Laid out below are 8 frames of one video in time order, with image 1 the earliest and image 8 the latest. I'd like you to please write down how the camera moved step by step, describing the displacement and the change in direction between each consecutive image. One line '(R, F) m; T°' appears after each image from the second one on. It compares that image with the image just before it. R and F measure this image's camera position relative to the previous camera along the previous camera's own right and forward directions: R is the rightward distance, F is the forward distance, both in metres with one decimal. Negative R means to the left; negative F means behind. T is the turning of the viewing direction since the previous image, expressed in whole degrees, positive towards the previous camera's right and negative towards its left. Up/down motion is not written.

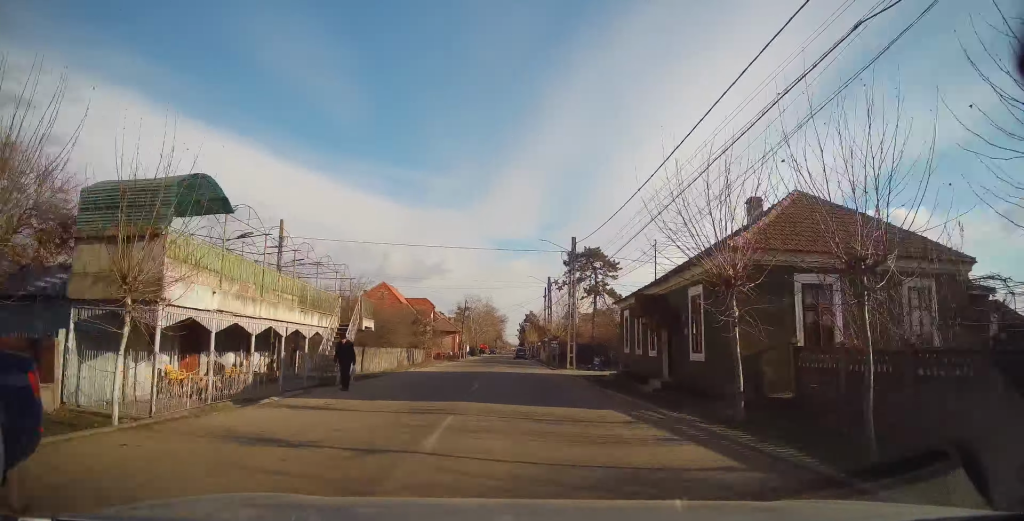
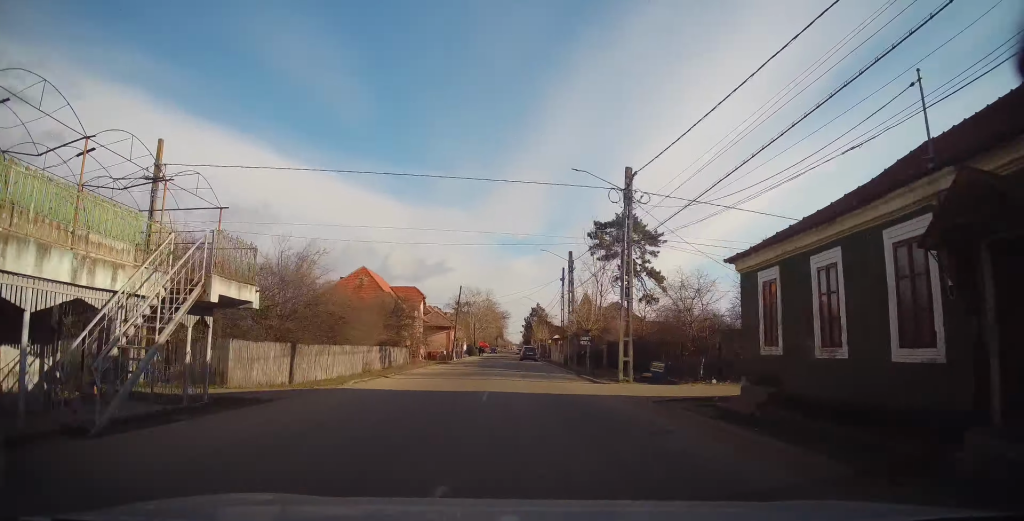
(-0.1, +13.5) m; -1°
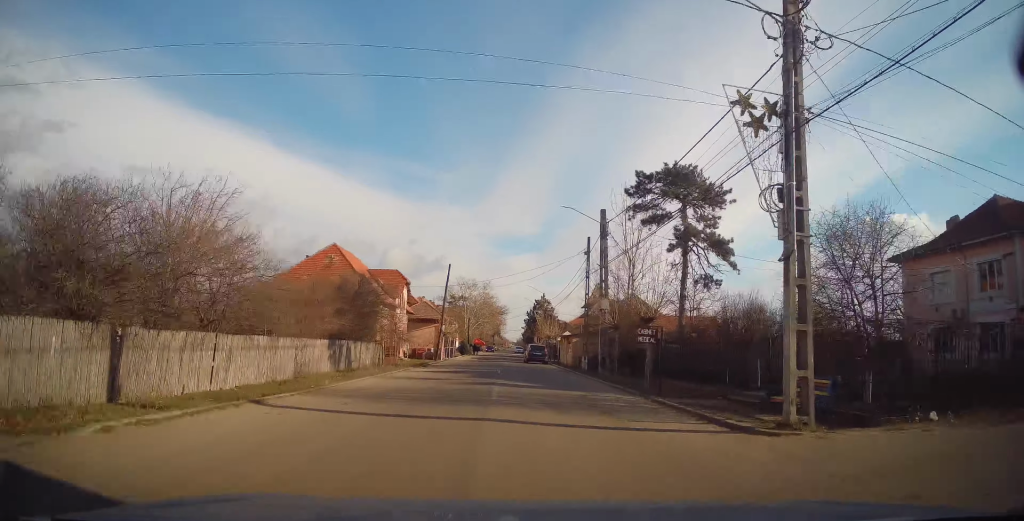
(-0.3, +12.2) m; 0°
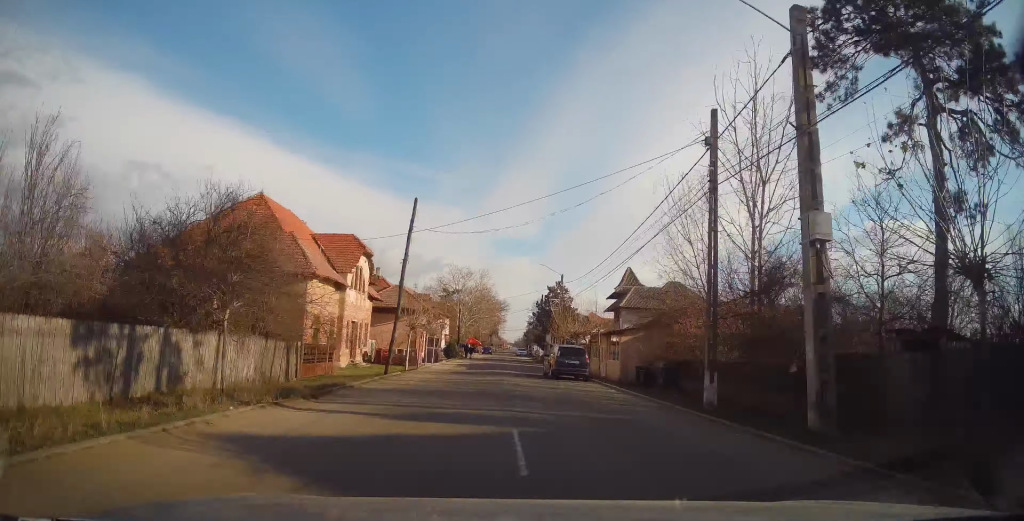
(+0.5, +18.4) m; +2°
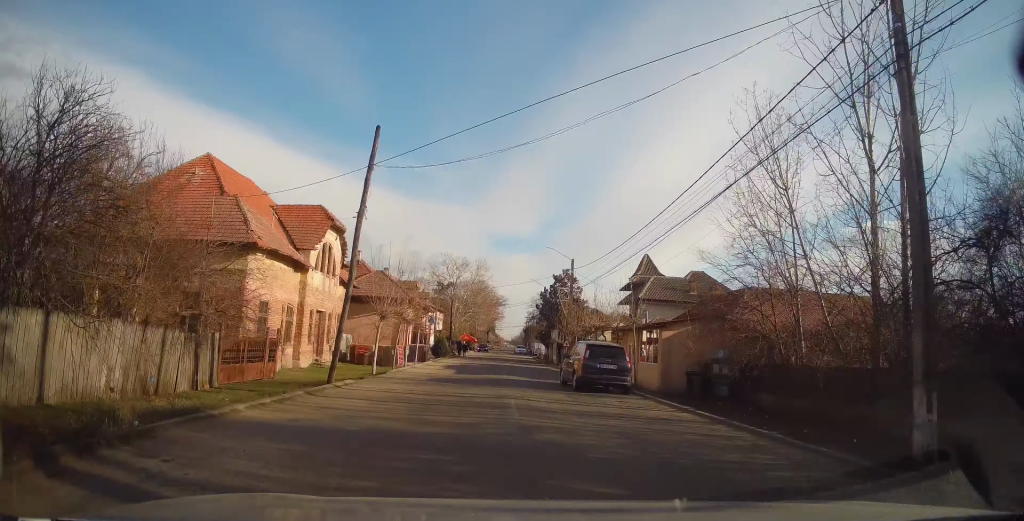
(-0.1, +8.0) m; +1°
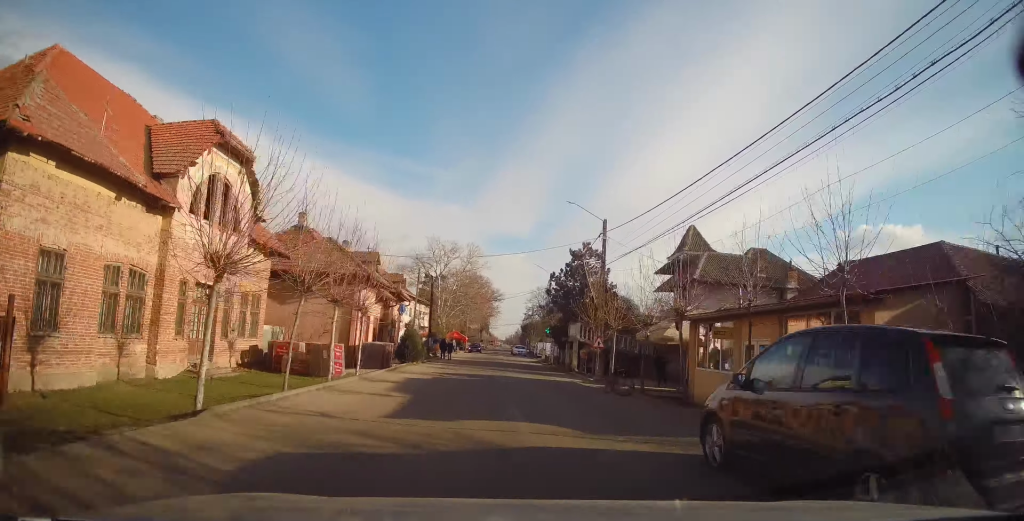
(+0.2, +13.0) m; +1°
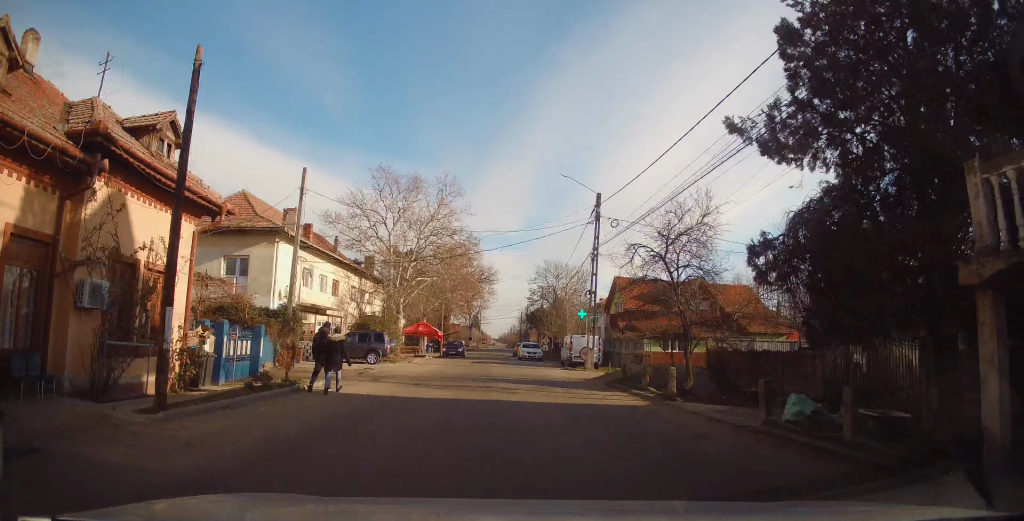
(+0.1, +30.7) m; -1°
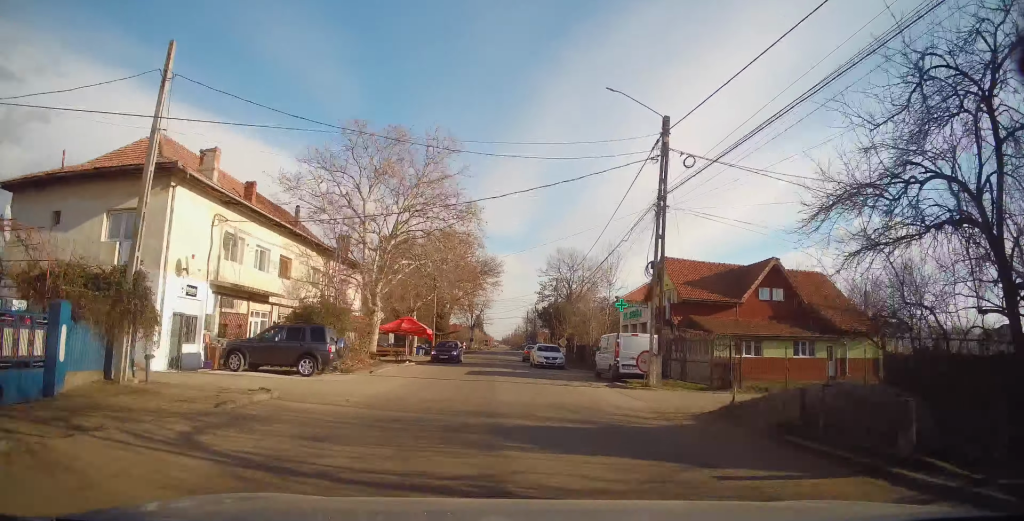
(-0.1, +10.5) m; 0°
